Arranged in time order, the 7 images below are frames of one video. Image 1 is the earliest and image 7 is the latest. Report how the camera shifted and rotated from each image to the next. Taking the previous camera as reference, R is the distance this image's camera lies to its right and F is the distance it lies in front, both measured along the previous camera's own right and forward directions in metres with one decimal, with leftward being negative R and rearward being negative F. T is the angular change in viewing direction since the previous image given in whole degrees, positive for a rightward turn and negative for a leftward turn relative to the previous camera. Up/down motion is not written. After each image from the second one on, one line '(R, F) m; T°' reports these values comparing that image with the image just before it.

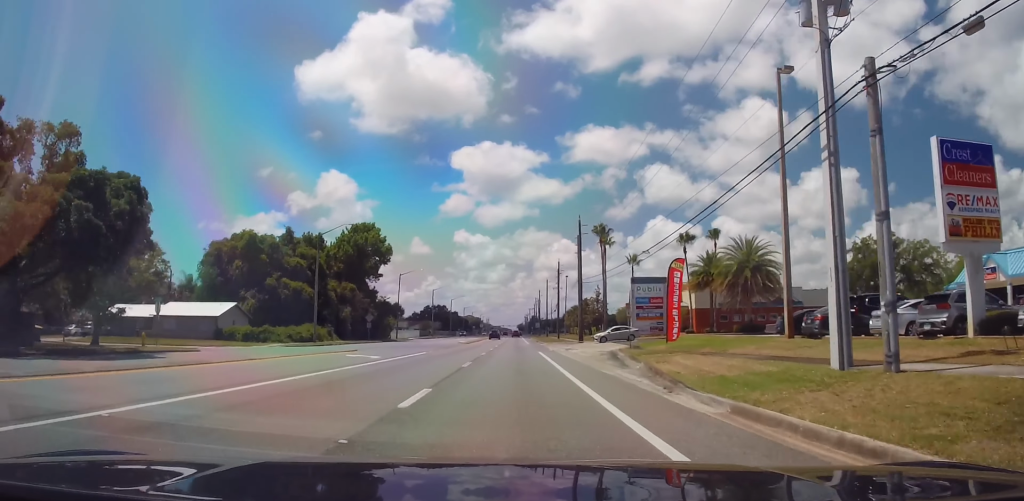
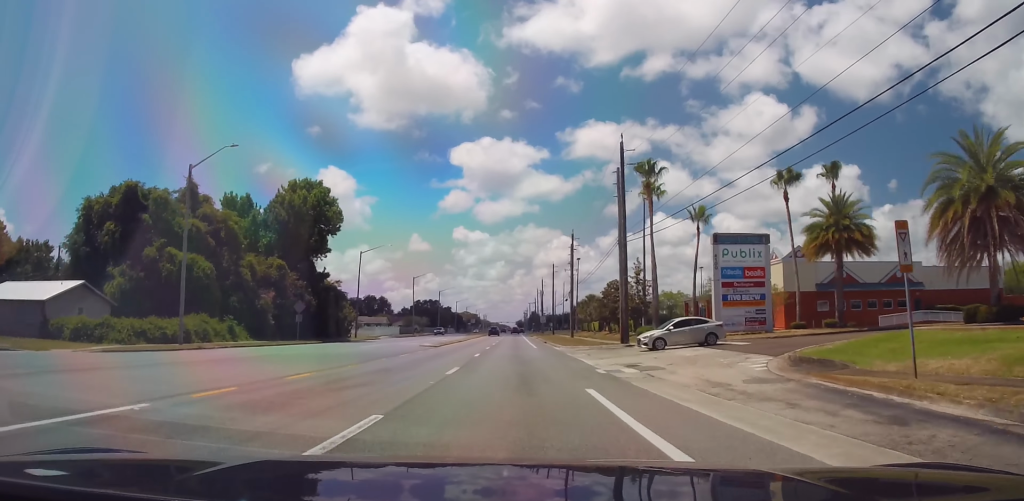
(+0.4, +28.2) m; +1°
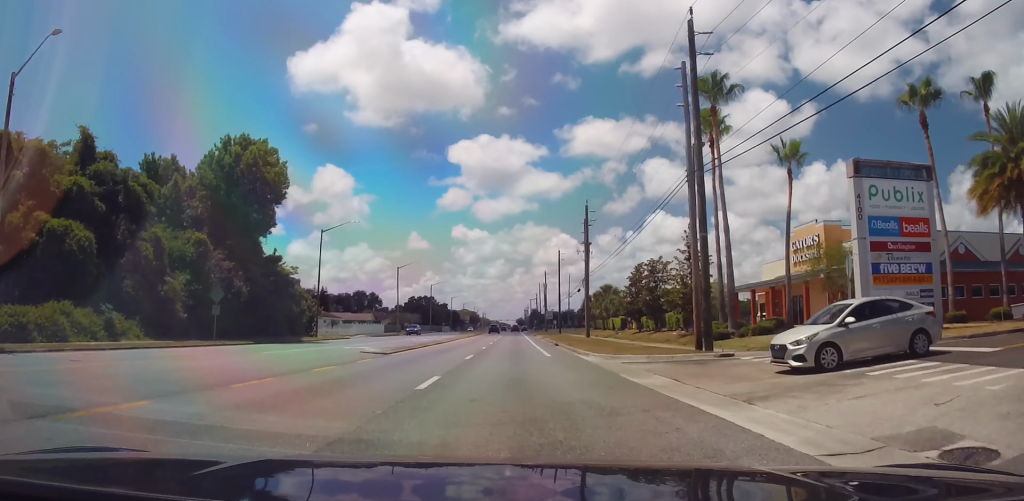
(0.0, +17.2) m; 0°
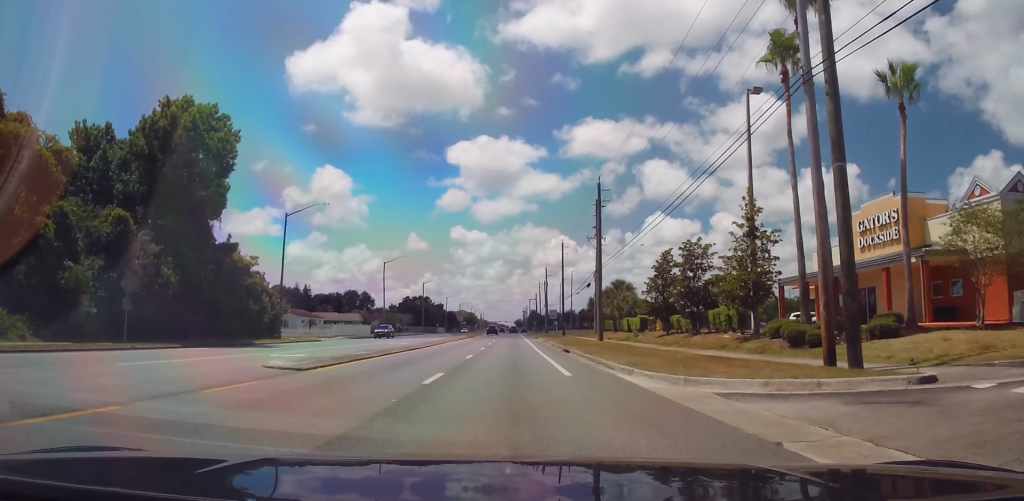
(0.0, +10.6) m; 0°
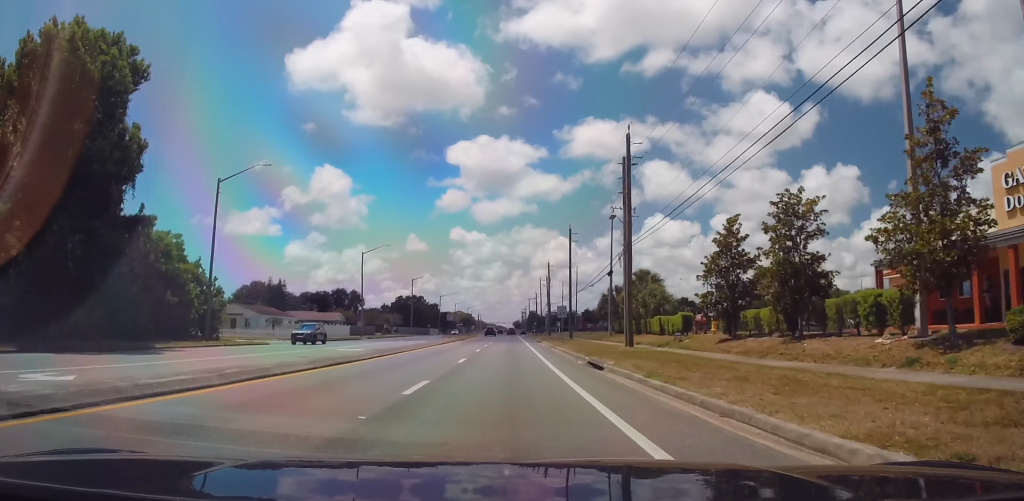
(0.0, +14.0) m; 0°
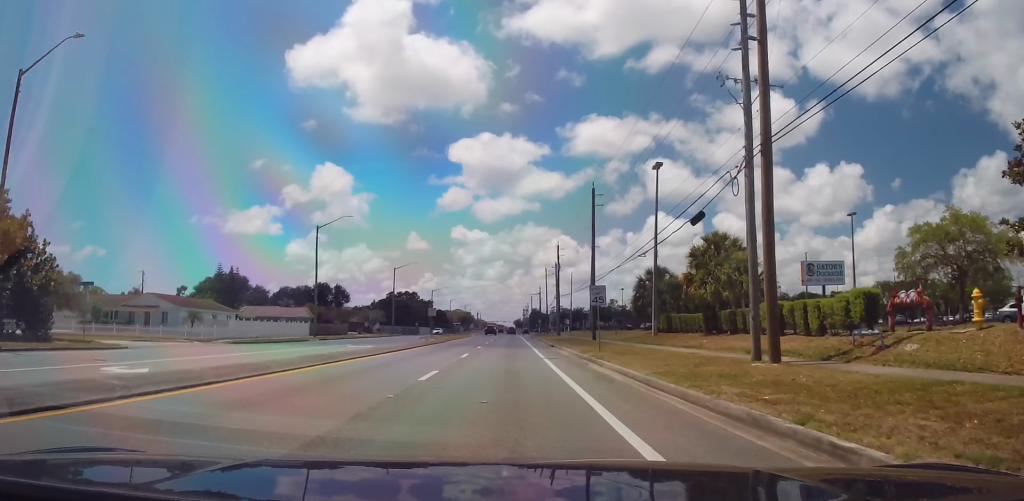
(0.0, +21.4) m; 0°
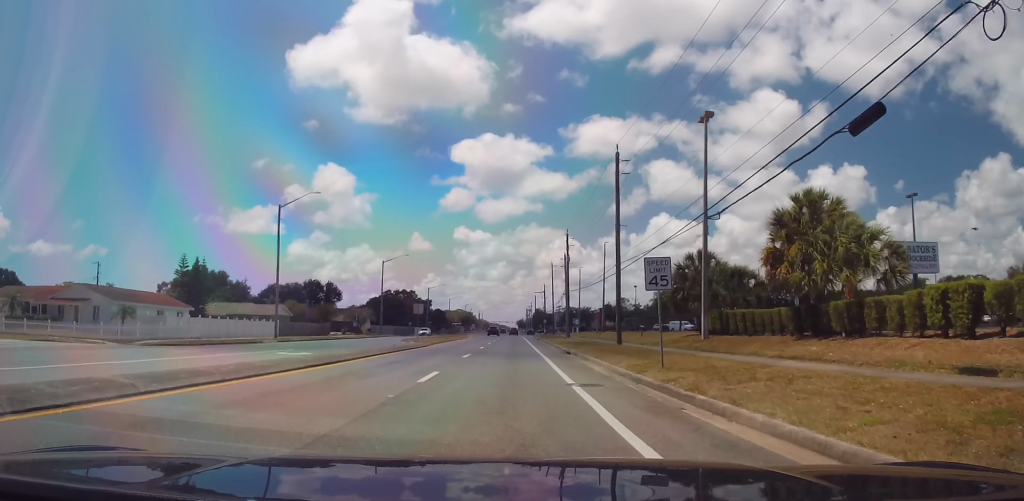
(0.0, +12.1) m; 0°
